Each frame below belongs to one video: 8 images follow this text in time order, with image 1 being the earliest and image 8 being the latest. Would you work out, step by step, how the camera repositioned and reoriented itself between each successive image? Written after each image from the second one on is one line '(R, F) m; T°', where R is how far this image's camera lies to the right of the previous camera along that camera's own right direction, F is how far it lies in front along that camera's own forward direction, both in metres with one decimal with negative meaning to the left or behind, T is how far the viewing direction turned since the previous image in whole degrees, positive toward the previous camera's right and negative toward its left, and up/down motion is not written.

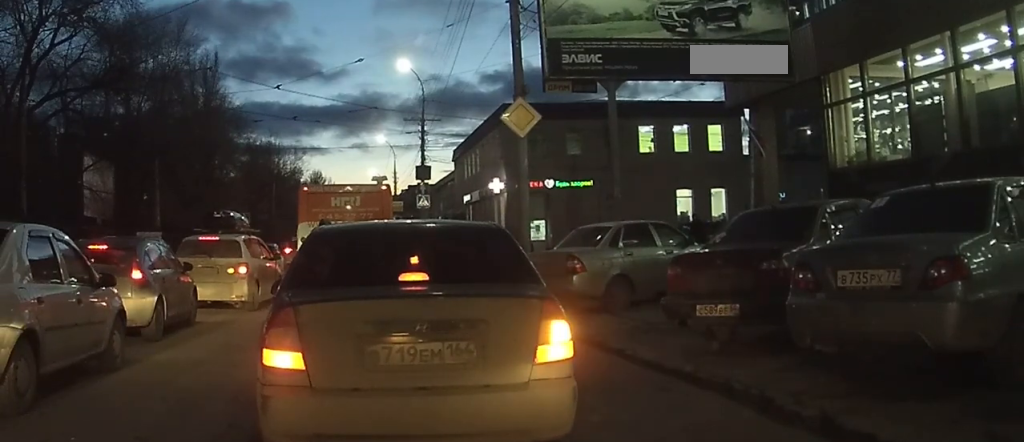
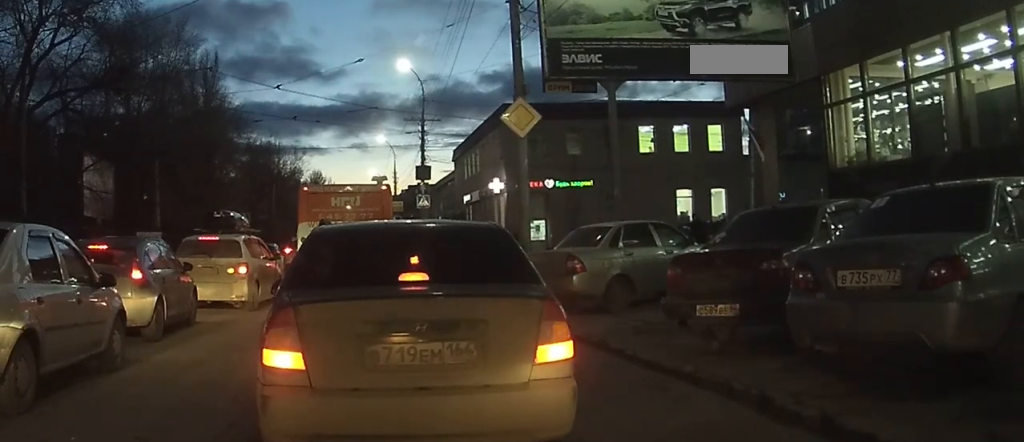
(-0.3, +0.1) m; 0°
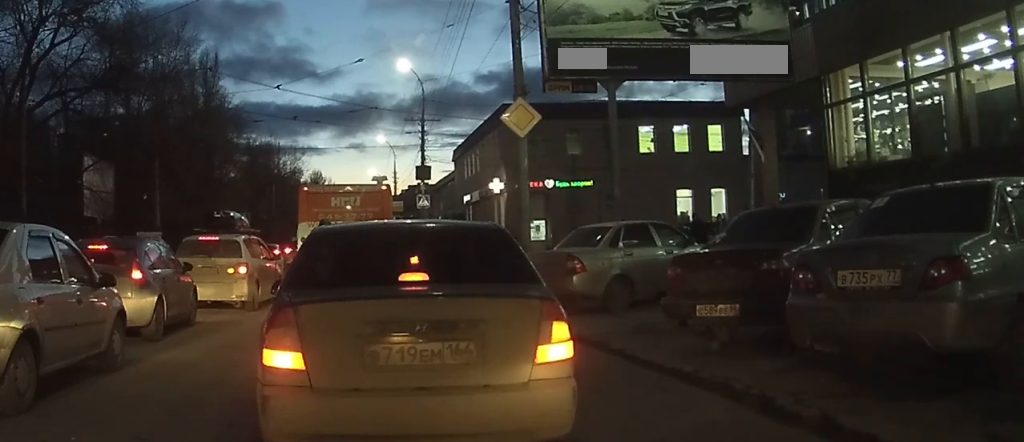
(-0.3, +0.6) m; 0°
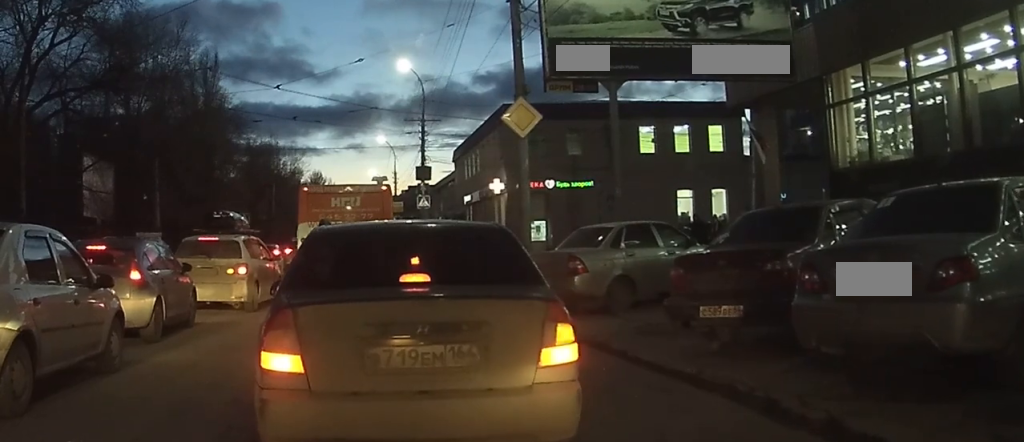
(+0.1, +0.4) m; 0°
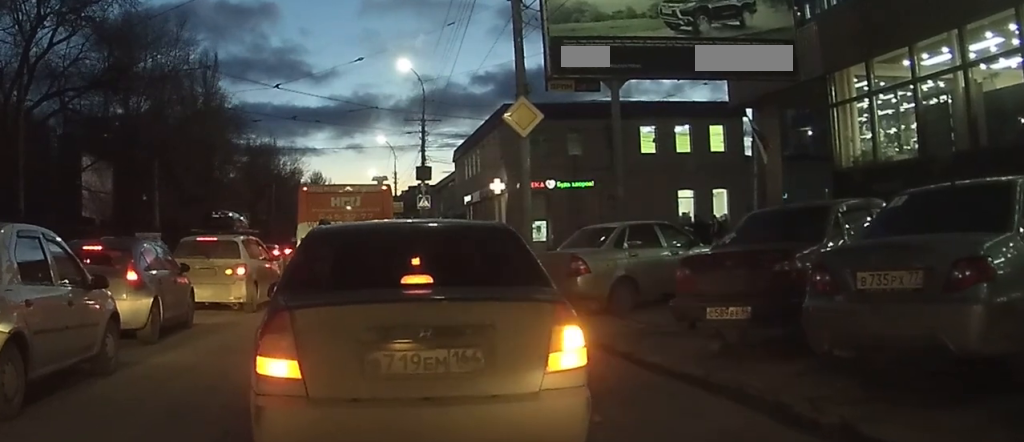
(0.0, +0.3) m; 0°
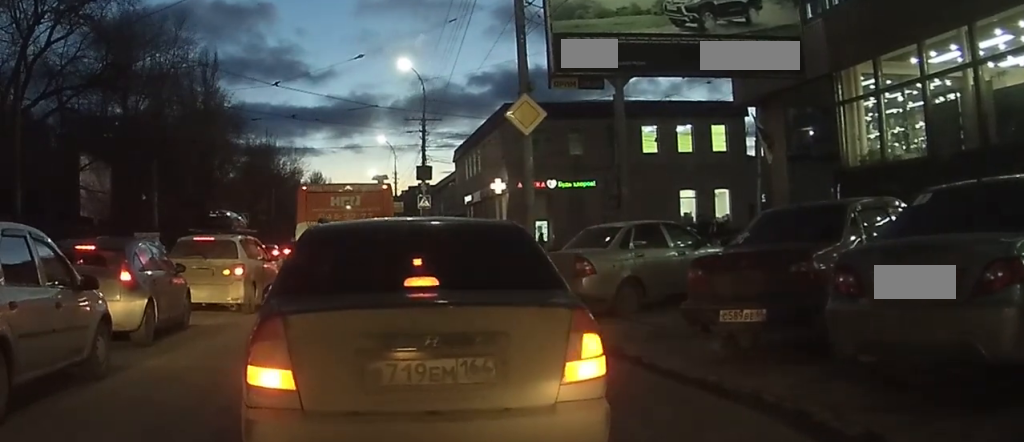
(-0.2, +0.4) m; 0°
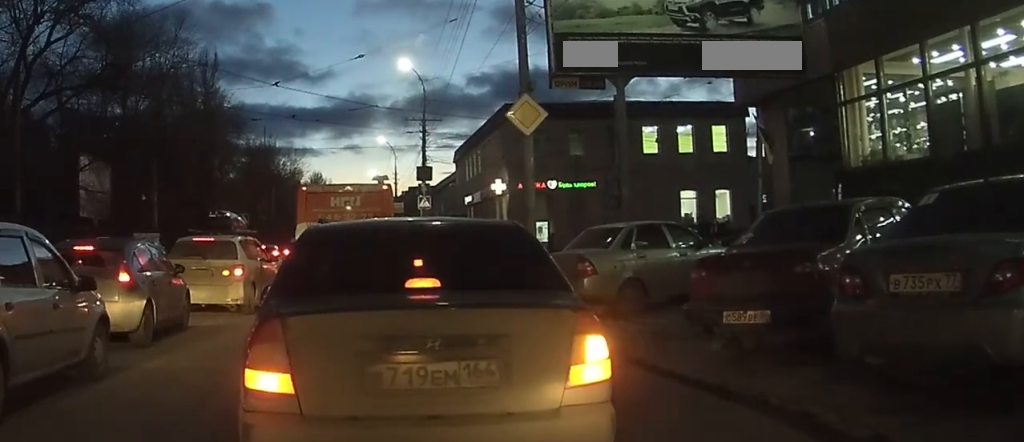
(-0.2, +0.2) m; 0°
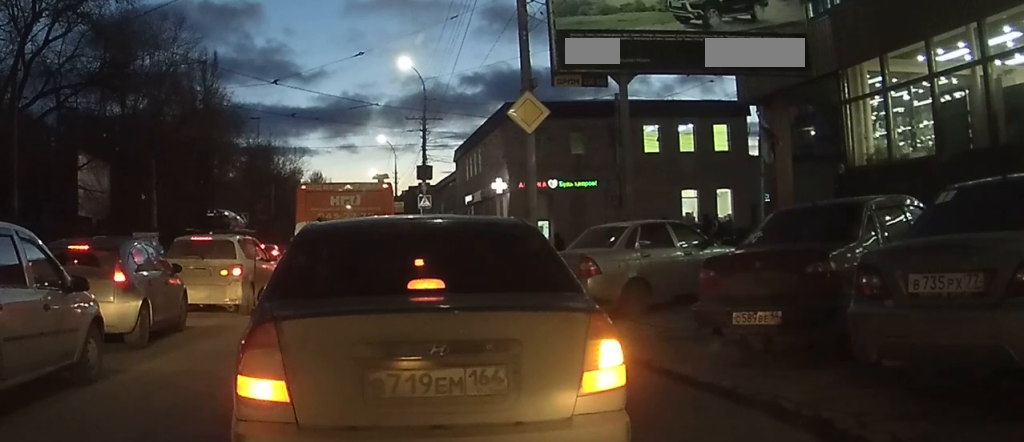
(-0.6, +0.9) m; 0°
